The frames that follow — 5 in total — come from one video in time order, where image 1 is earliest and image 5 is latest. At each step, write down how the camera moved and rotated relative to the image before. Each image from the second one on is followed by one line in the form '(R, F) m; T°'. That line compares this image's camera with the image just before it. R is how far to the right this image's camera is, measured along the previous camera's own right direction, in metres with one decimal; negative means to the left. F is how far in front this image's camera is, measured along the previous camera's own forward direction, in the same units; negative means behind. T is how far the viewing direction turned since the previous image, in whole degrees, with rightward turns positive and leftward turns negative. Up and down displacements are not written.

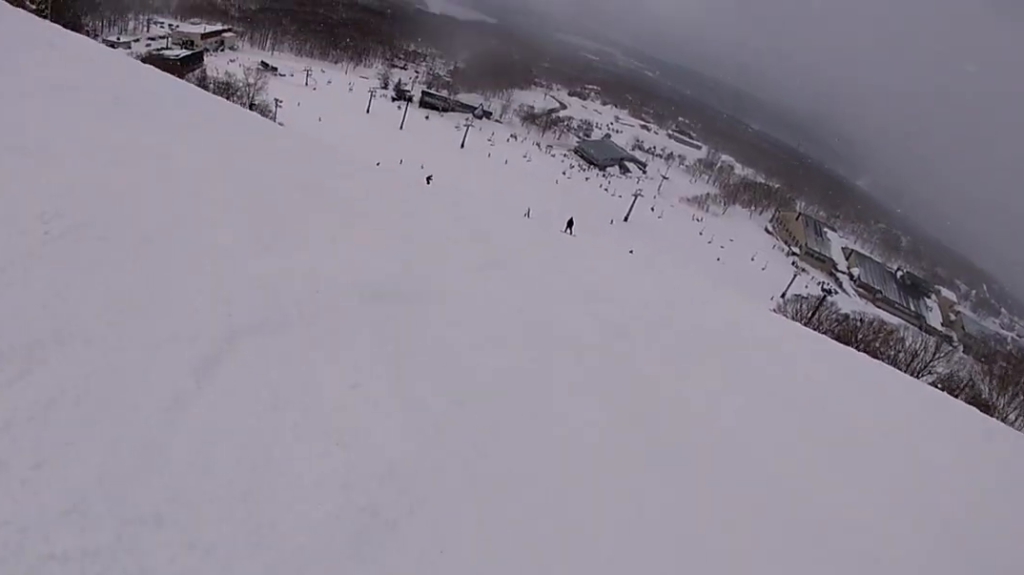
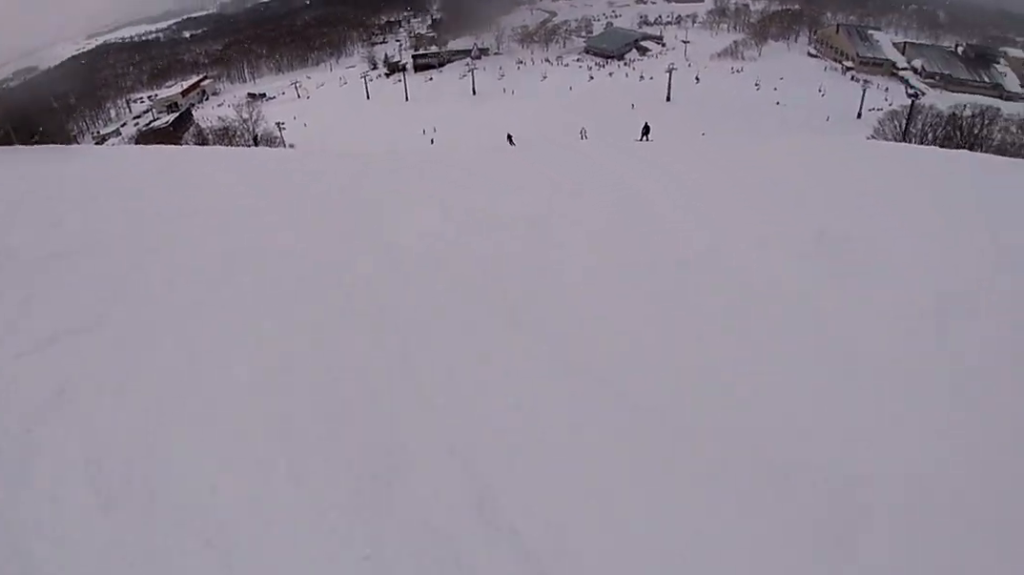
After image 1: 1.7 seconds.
(-2.8, +10.2) m; -4°
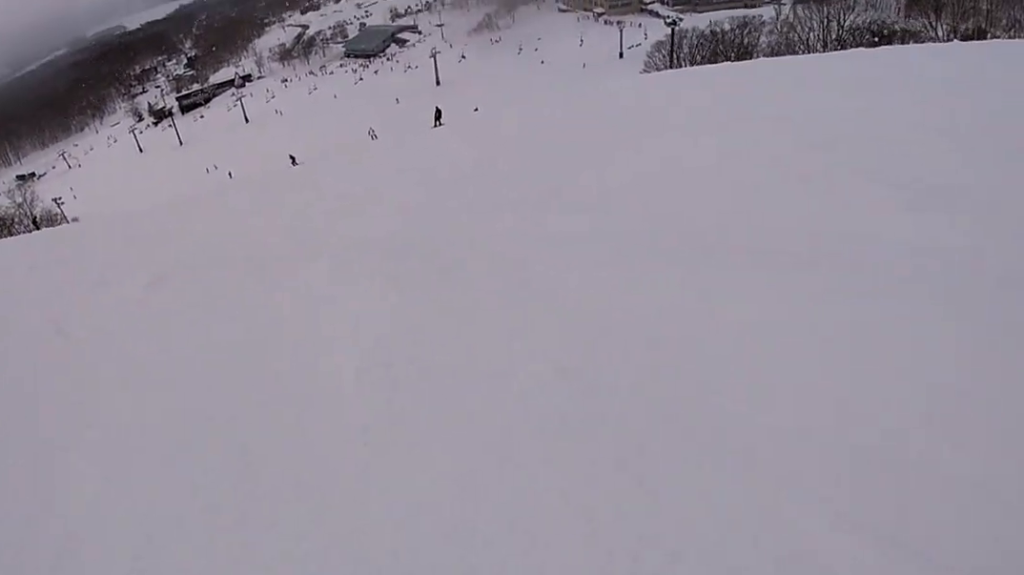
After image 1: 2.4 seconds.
(+0.7, +4.0) m; +21°
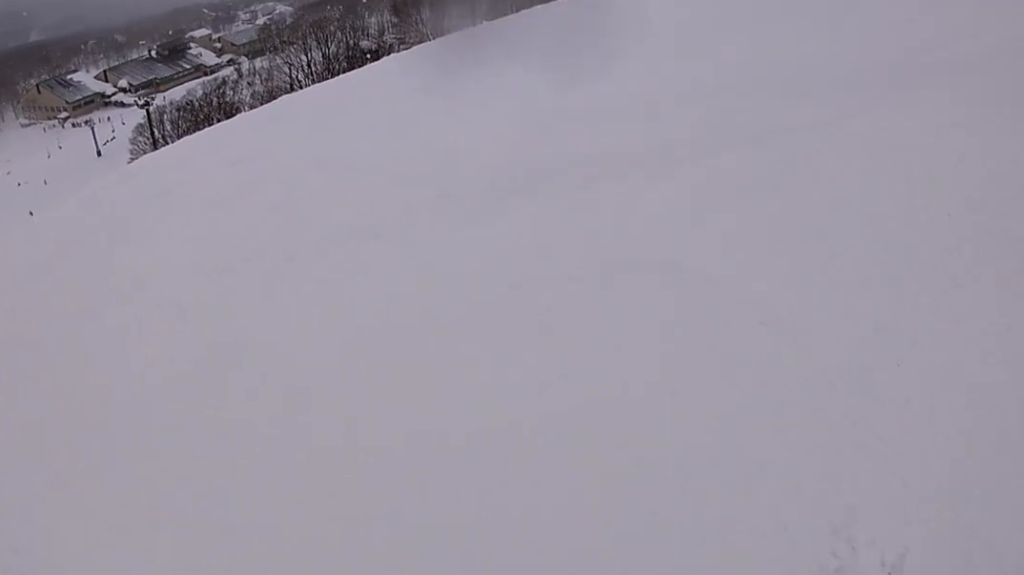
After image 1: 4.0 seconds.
(+4.2, +8.2) m; +45°
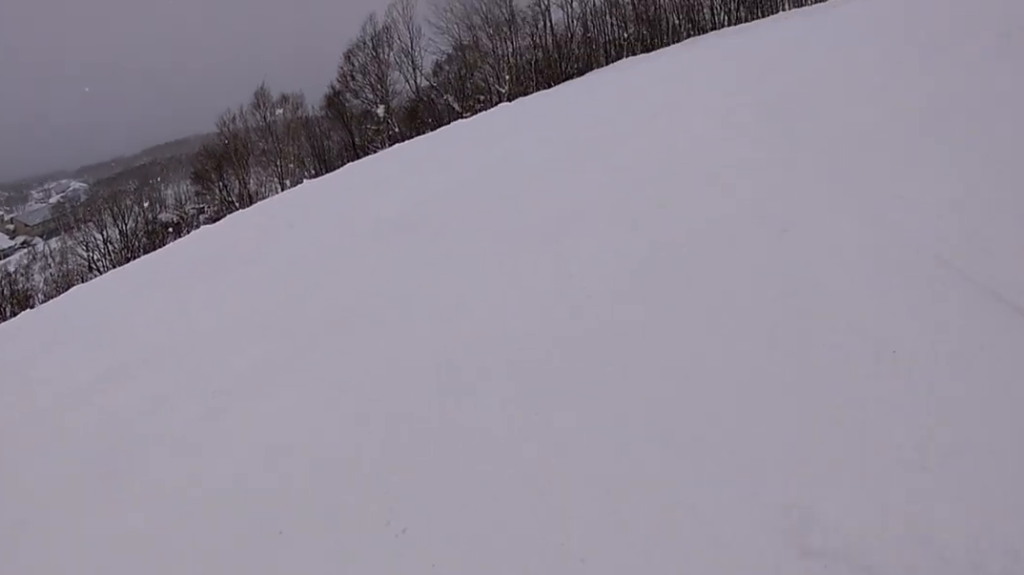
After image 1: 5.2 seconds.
(+1.0, +6.5) m; +12°
